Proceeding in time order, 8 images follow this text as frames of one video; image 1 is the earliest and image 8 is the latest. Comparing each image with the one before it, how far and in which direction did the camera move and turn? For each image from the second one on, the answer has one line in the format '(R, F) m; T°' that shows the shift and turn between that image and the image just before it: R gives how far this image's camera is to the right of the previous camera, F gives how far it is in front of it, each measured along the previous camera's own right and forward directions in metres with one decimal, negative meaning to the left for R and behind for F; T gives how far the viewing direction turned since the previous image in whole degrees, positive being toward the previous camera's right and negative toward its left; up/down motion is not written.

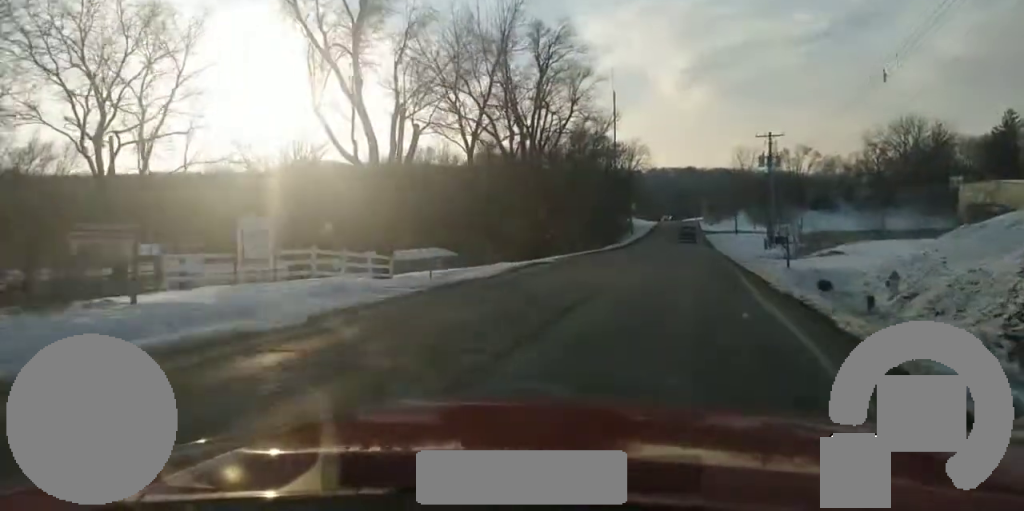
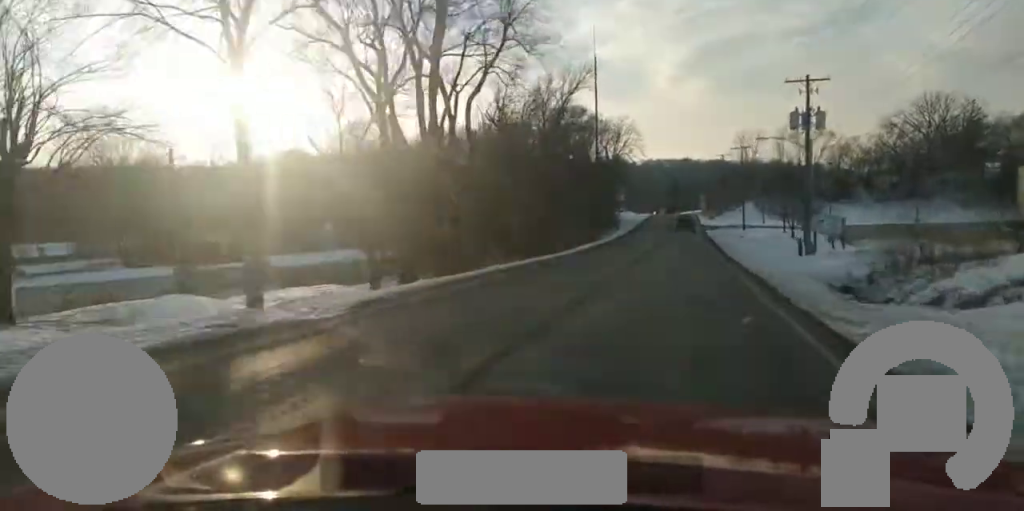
(-0.4, +24.4) m; -1°
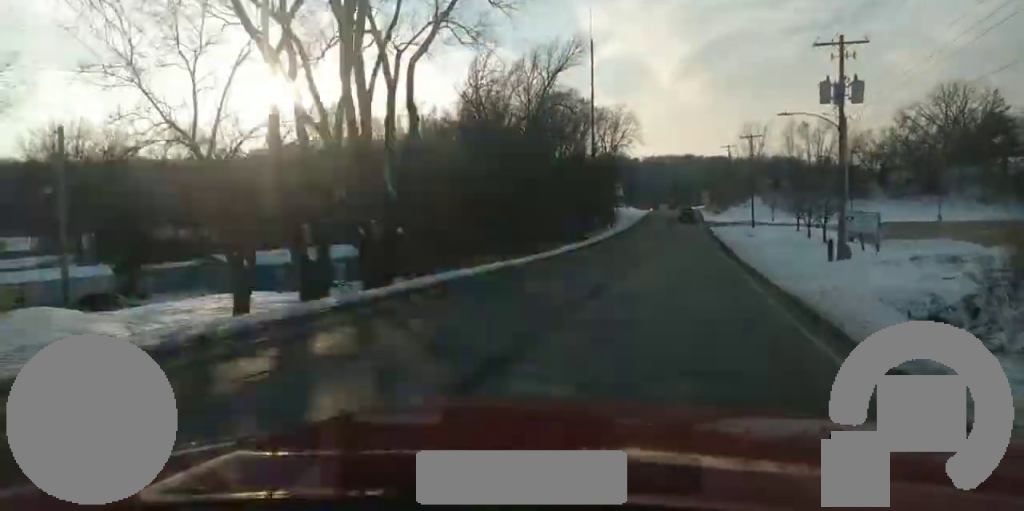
(+0.1, +9.5) m; +1°
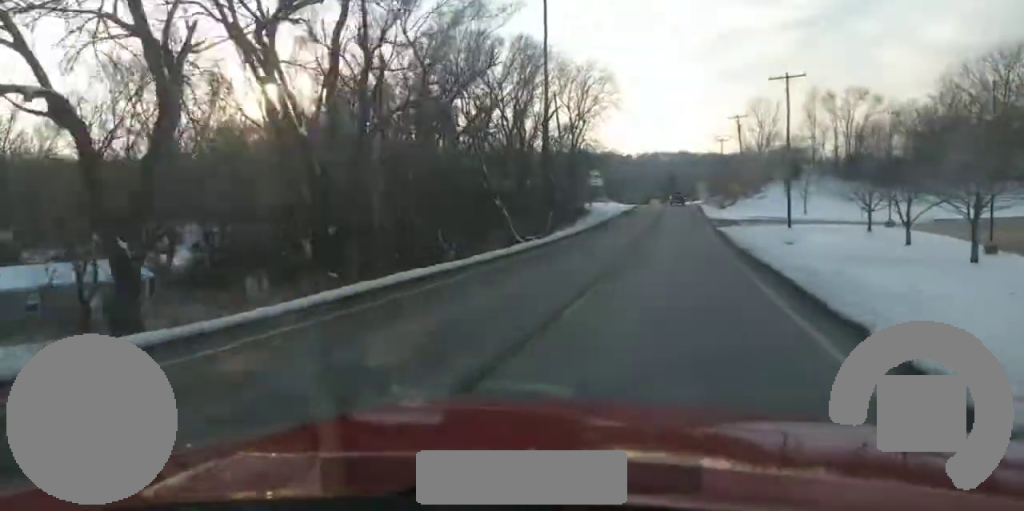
(+1.1, +34.8) m; +3°
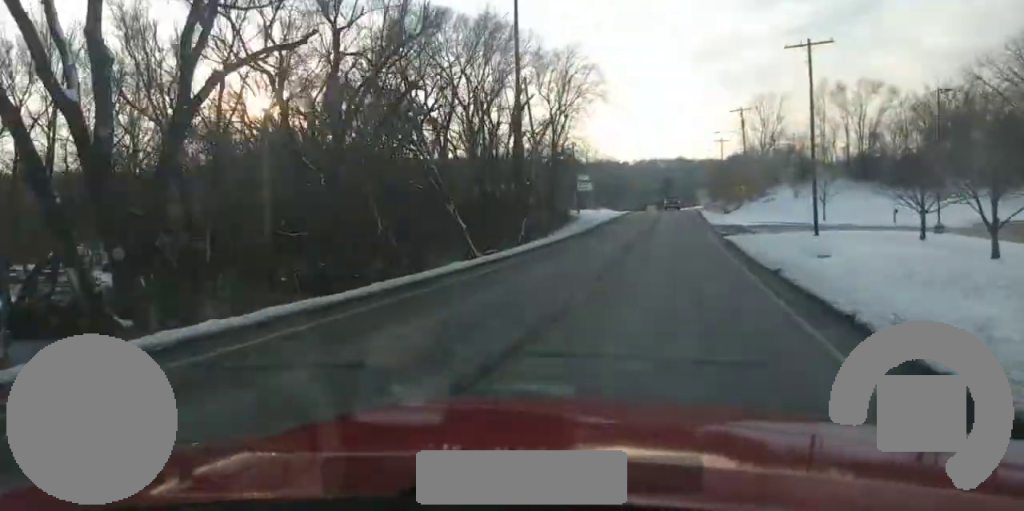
(0.0, +11.5) m; 0°
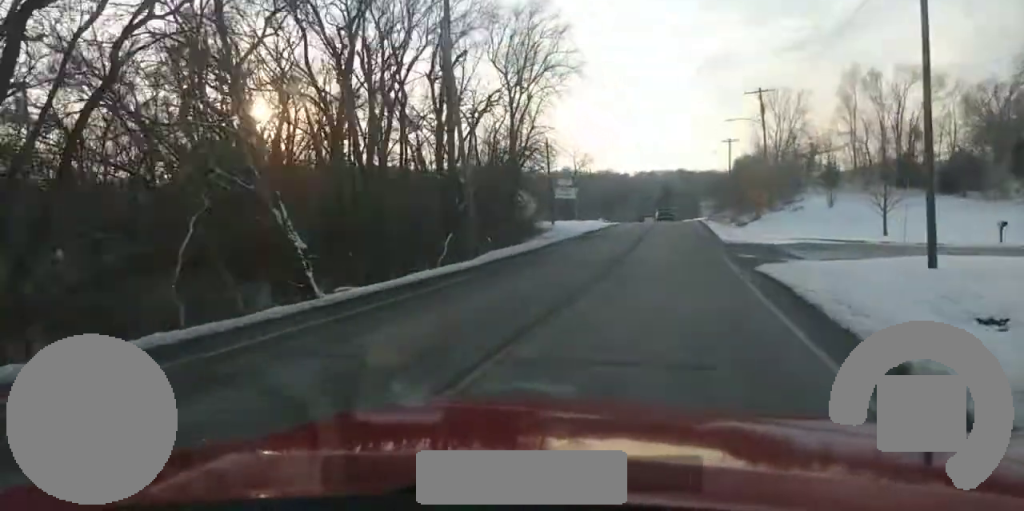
(0.0, +19.9) m; 0°
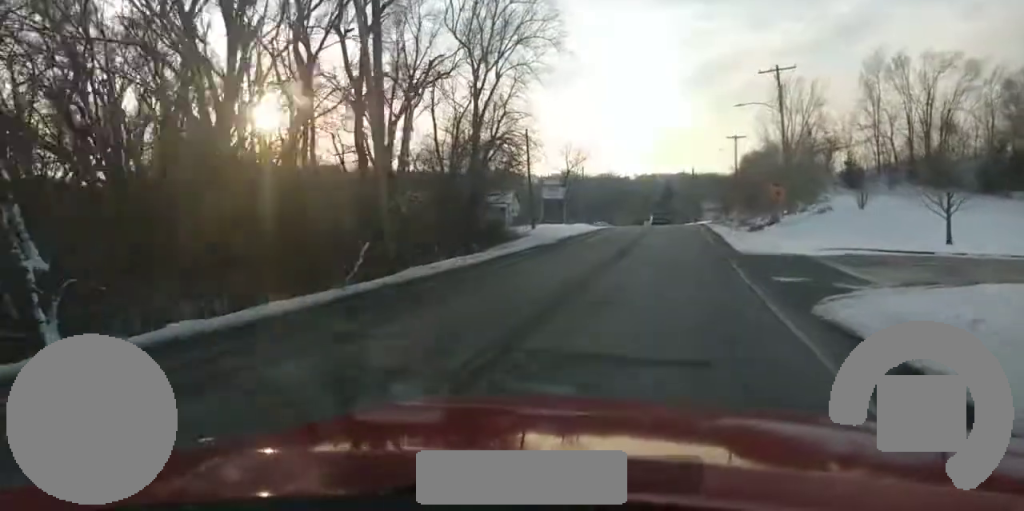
(0.0, +10.9) m; 0°
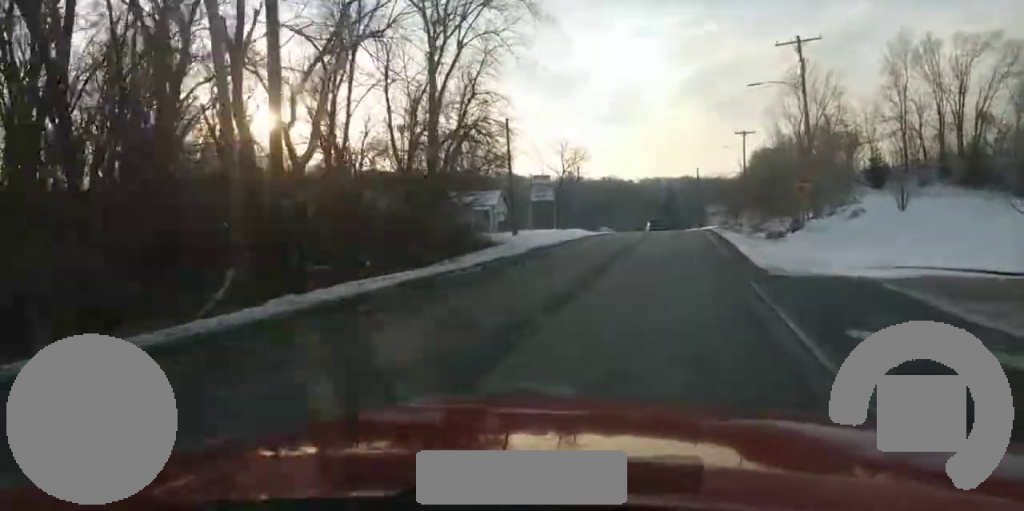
(0.0, +9.1) m; 0°
